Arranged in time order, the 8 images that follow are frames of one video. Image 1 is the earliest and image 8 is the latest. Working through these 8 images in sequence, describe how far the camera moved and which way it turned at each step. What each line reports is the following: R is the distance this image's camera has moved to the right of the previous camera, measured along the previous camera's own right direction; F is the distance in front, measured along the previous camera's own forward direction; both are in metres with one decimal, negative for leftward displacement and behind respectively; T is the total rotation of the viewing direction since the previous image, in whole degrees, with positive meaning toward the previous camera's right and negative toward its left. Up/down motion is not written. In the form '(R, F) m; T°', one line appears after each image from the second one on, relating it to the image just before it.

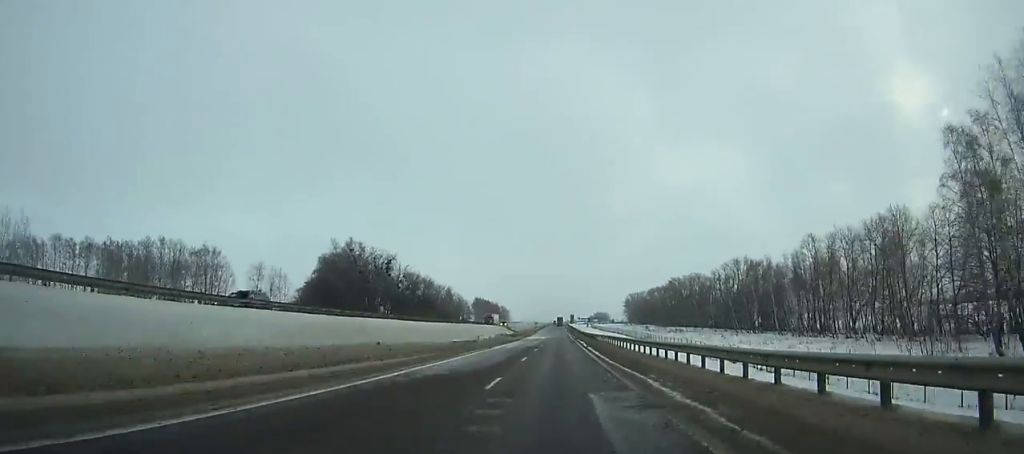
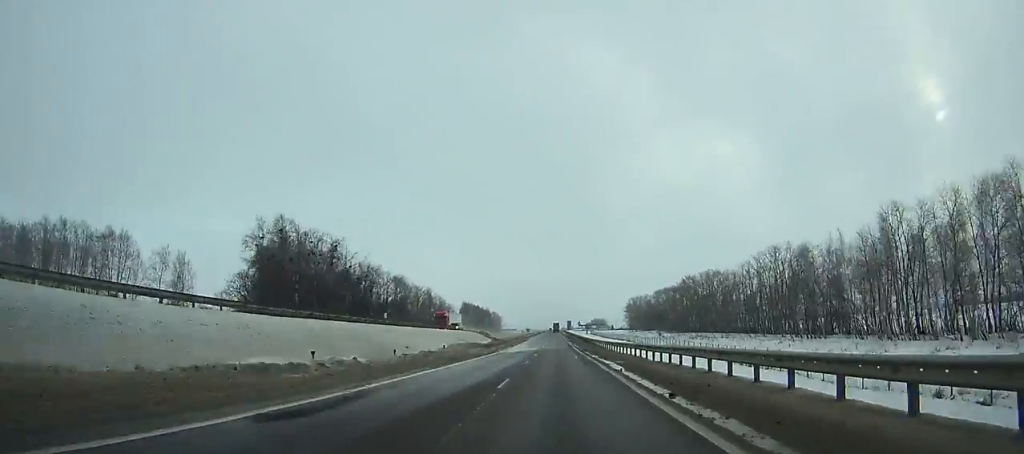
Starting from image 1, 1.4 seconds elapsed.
(0.0, +34.9) m; 0°
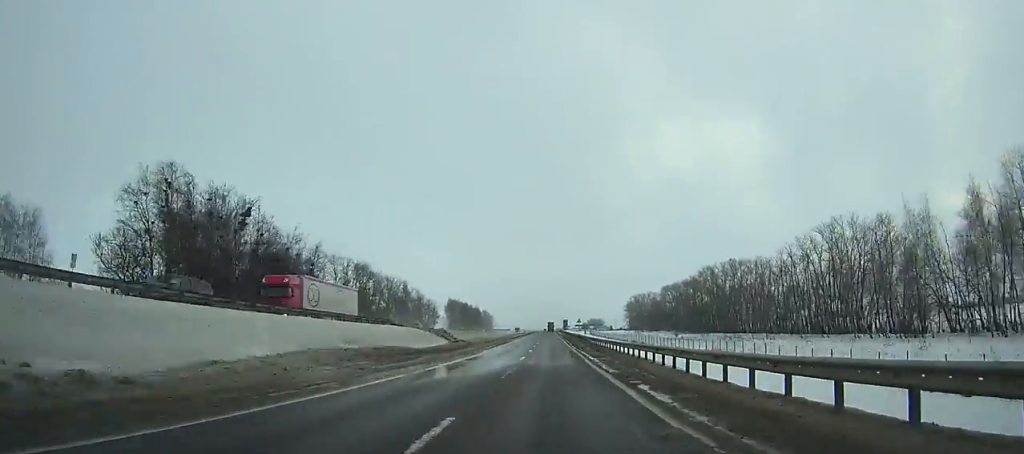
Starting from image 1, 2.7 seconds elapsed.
(0.0, +32.7) m; 0°
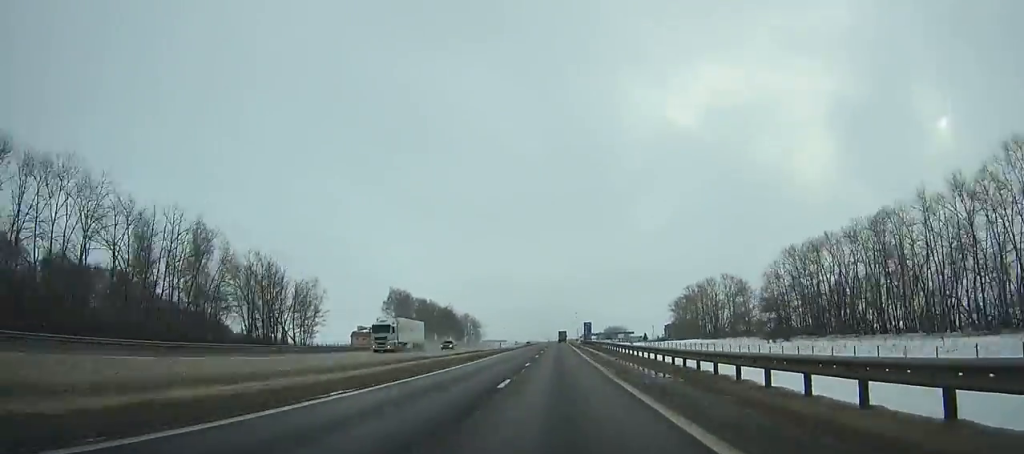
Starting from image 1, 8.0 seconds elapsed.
(-0.5, +134.3) m; 0°
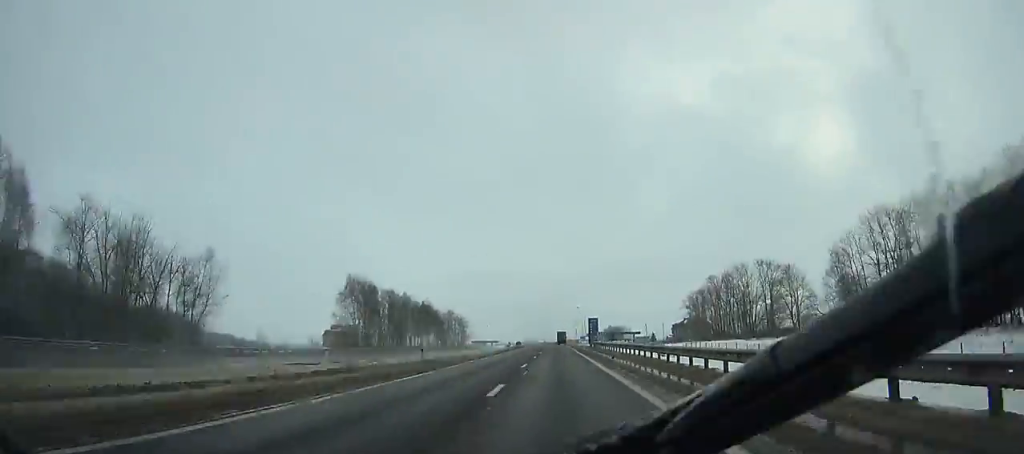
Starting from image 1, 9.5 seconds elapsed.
(+0.2, +38.2) m; 0°
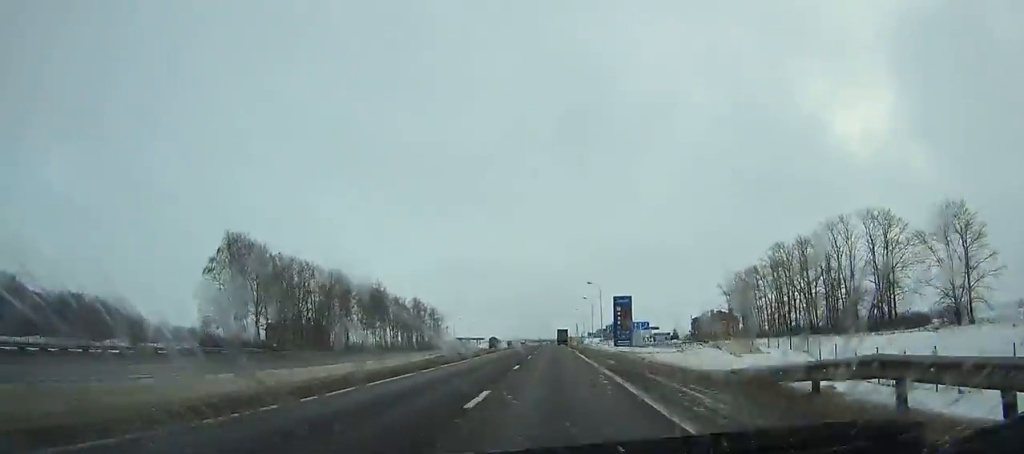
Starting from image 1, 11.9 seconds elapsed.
(+0.1, +61.0) m; 0°
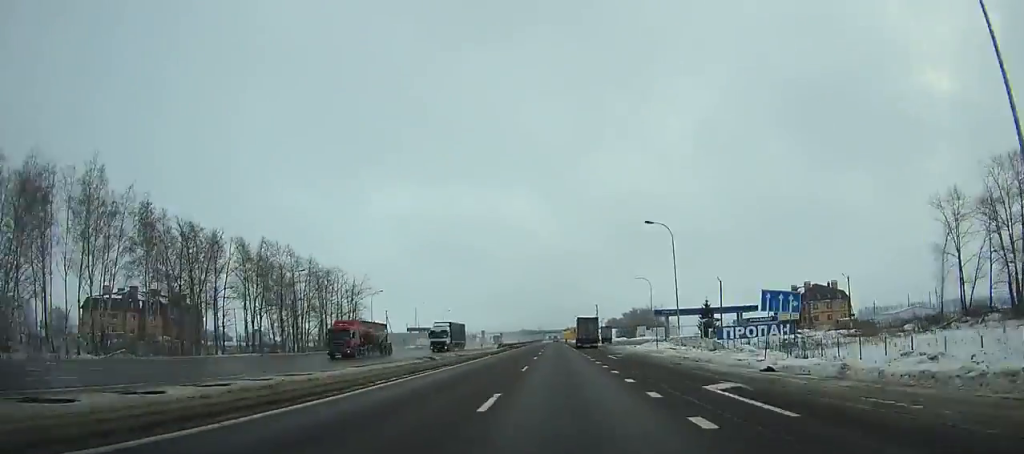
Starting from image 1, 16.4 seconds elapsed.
(+0.1, +113.4) m; 0°
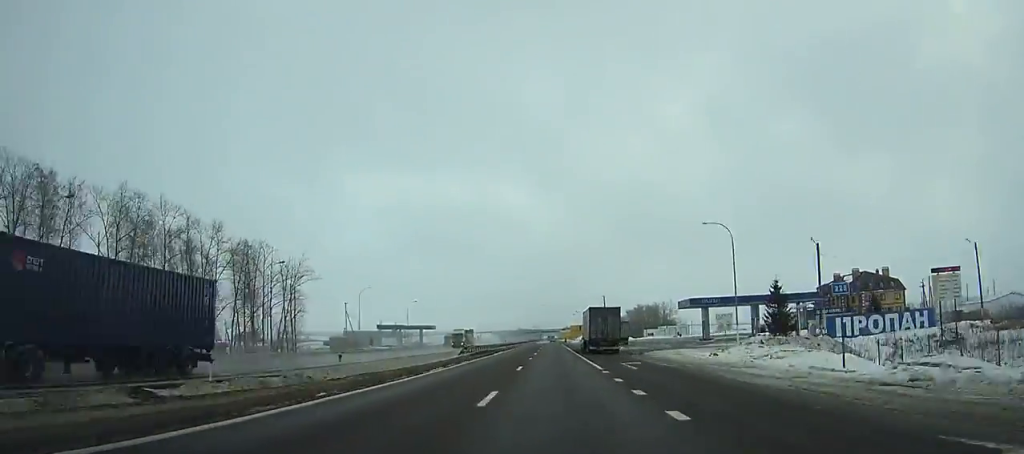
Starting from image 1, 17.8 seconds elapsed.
(0.0, +35.2) m; 0°
